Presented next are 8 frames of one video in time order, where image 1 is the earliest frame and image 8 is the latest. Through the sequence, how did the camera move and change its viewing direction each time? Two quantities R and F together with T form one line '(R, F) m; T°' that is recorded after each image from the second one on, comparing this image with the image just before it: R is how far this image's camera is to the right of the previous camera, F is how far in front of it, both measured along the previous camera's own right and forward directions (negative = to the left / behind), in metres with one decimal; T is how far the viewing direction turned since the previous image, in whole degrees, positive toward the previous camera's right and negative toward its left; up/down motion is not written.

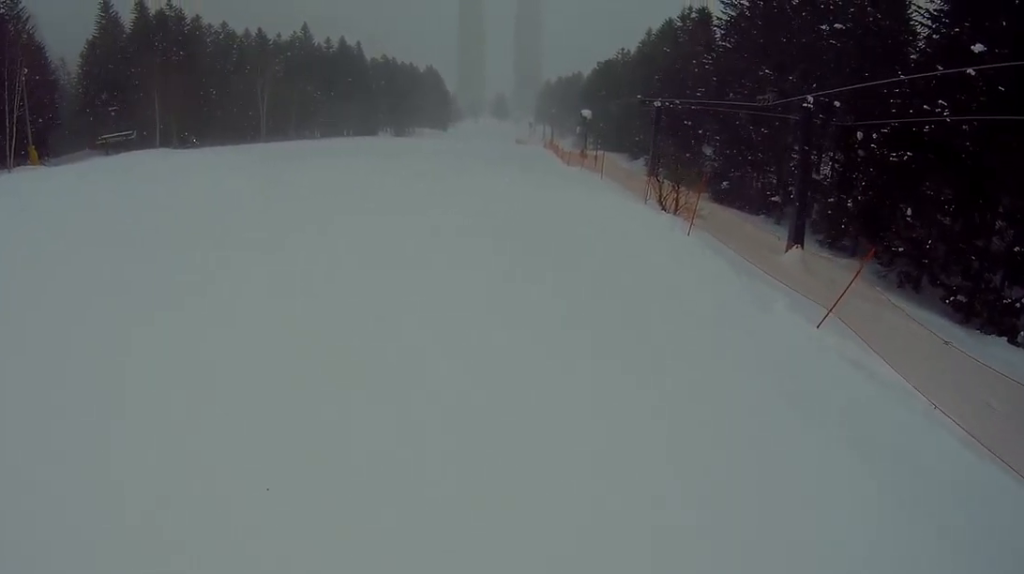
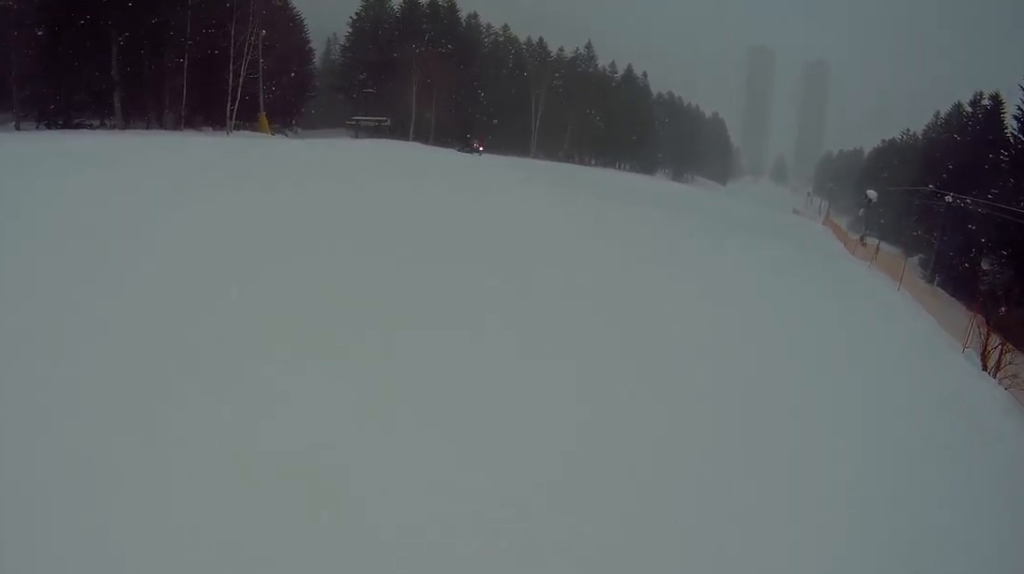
(-1.7, +4.3) m; -44°
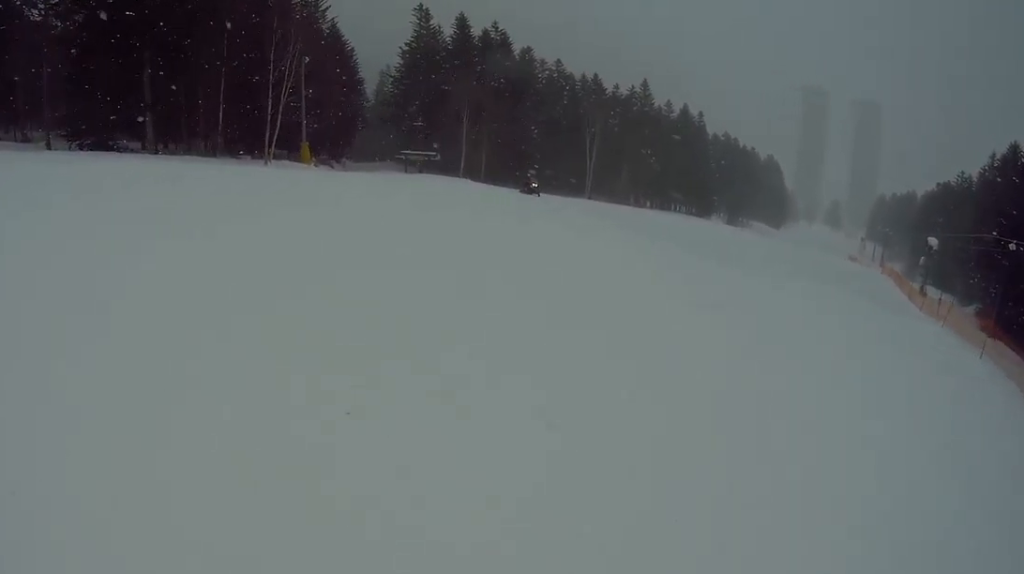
(-0.2, +2.3) m; -4°
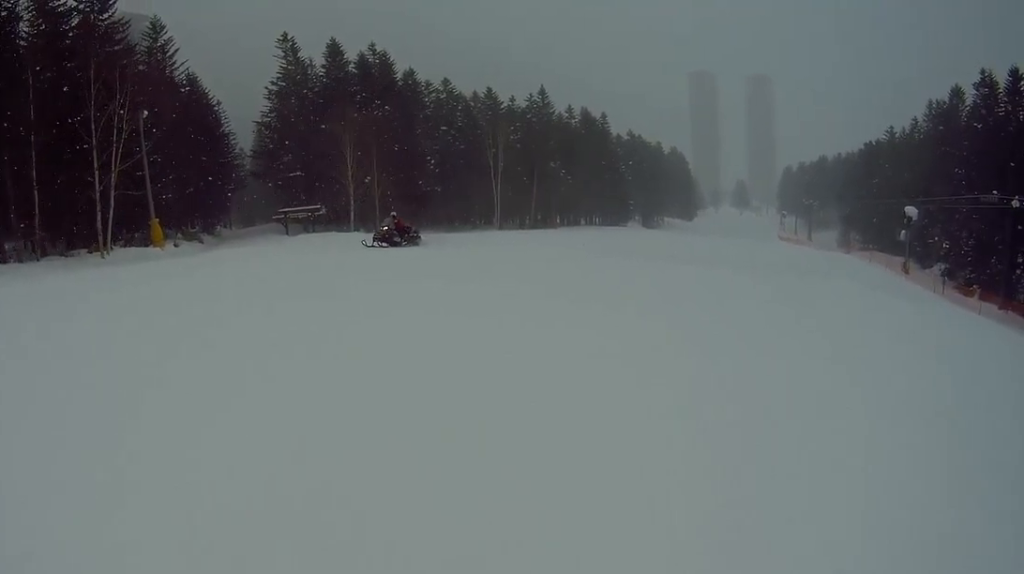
(-0.2, +11.5) m; +10°
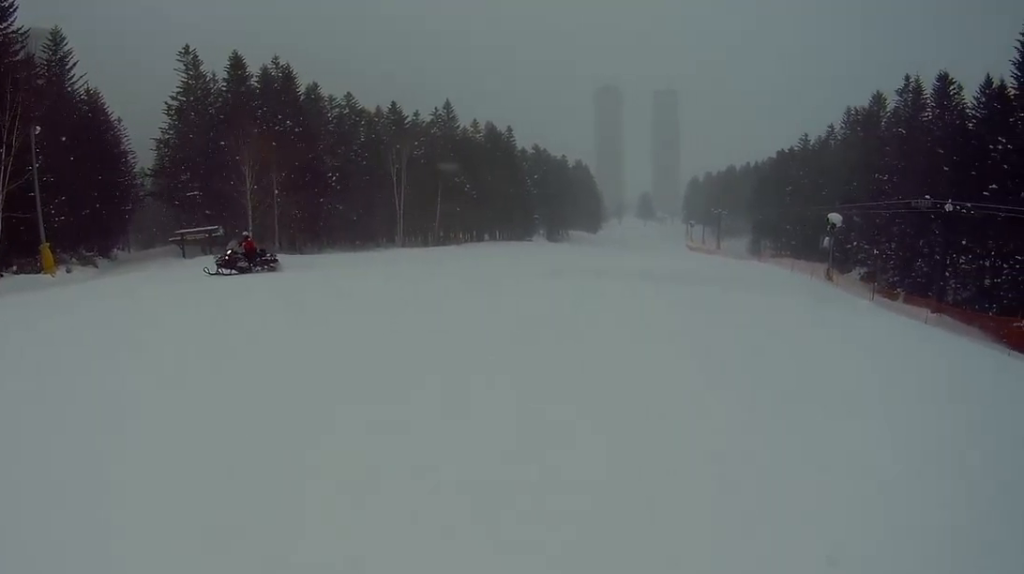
(+0.4, +2.4) m; +9°
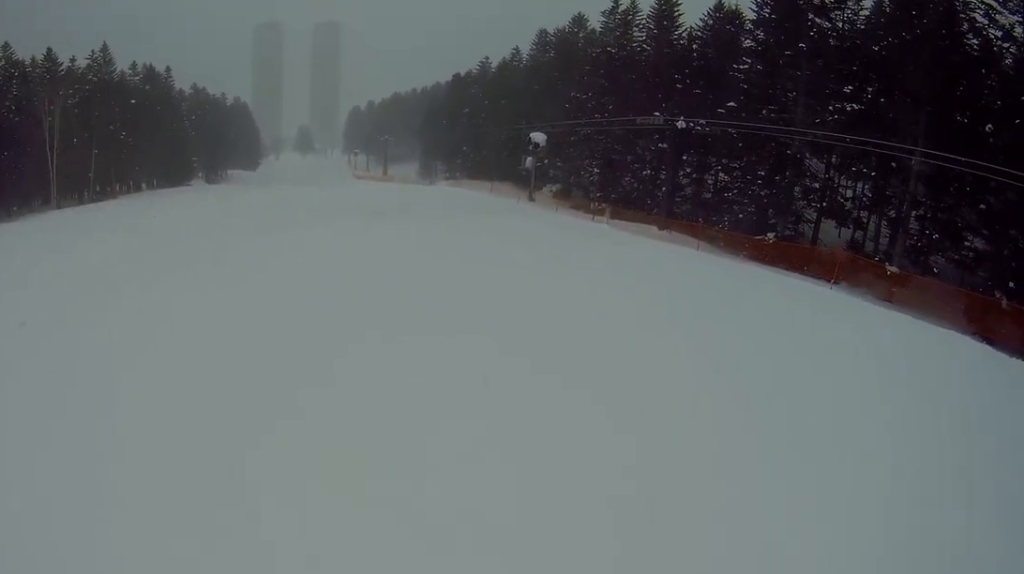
(+1.0, +5.5) m; +23°
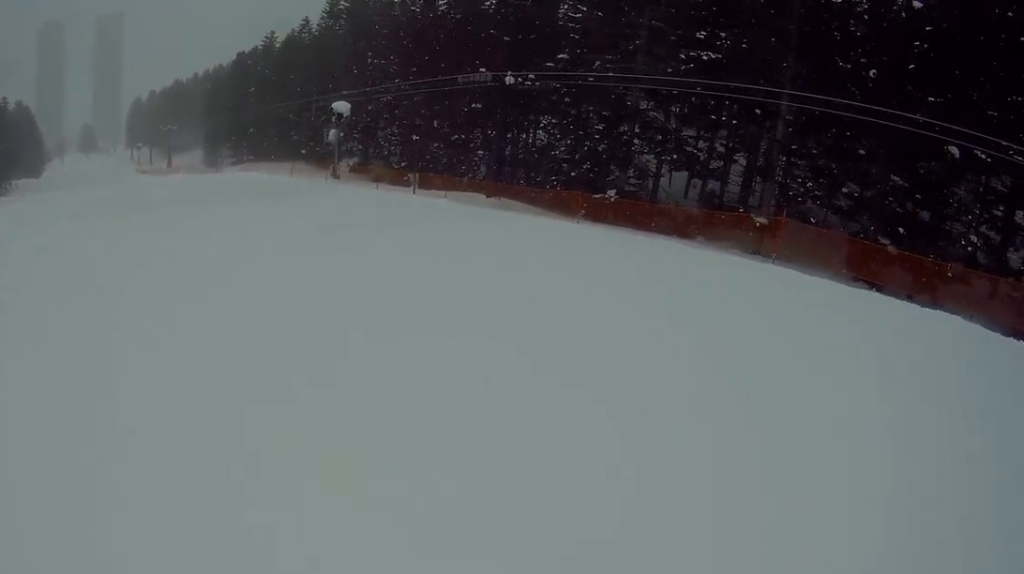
(+0.9, +4.8) m; +18°
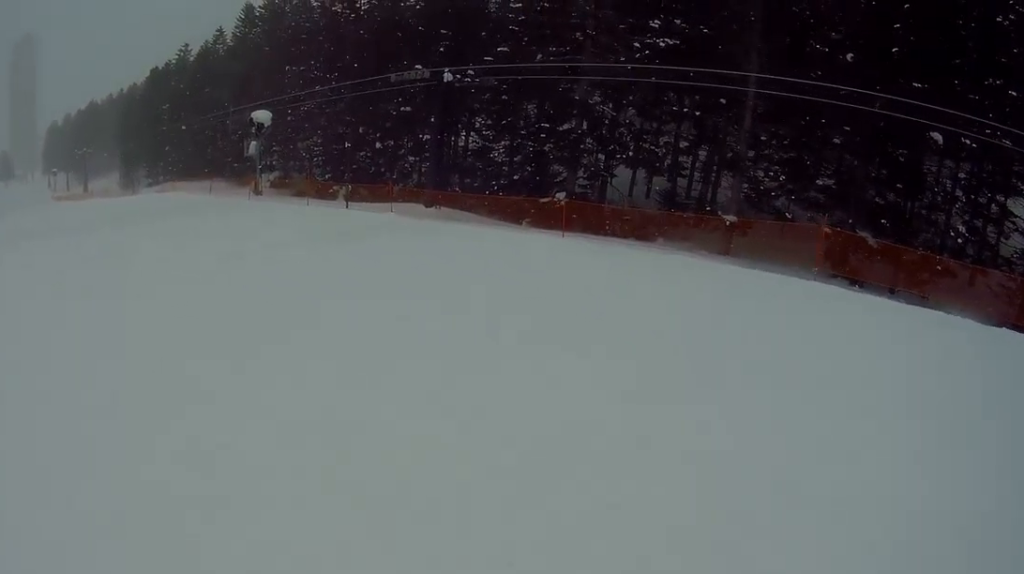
(+0.5, +3.5) m; +8°
